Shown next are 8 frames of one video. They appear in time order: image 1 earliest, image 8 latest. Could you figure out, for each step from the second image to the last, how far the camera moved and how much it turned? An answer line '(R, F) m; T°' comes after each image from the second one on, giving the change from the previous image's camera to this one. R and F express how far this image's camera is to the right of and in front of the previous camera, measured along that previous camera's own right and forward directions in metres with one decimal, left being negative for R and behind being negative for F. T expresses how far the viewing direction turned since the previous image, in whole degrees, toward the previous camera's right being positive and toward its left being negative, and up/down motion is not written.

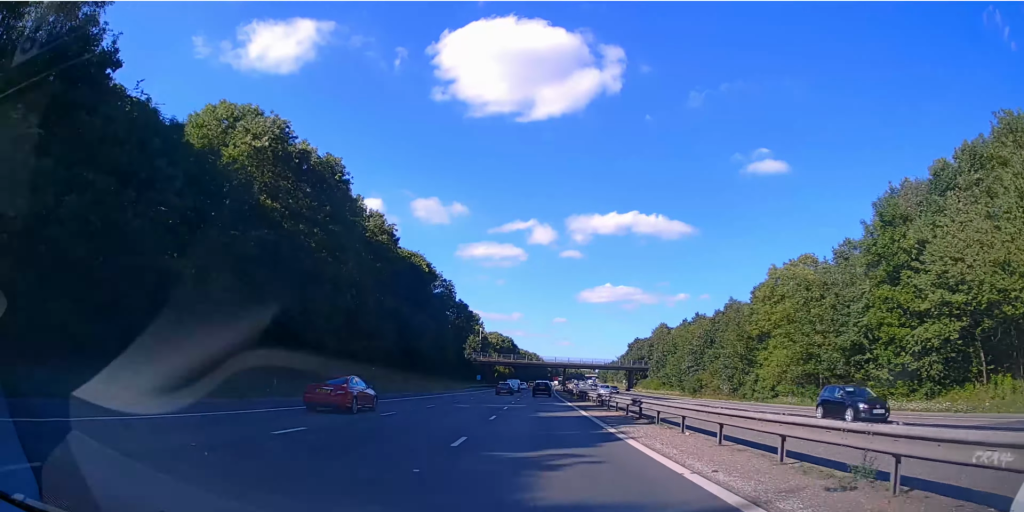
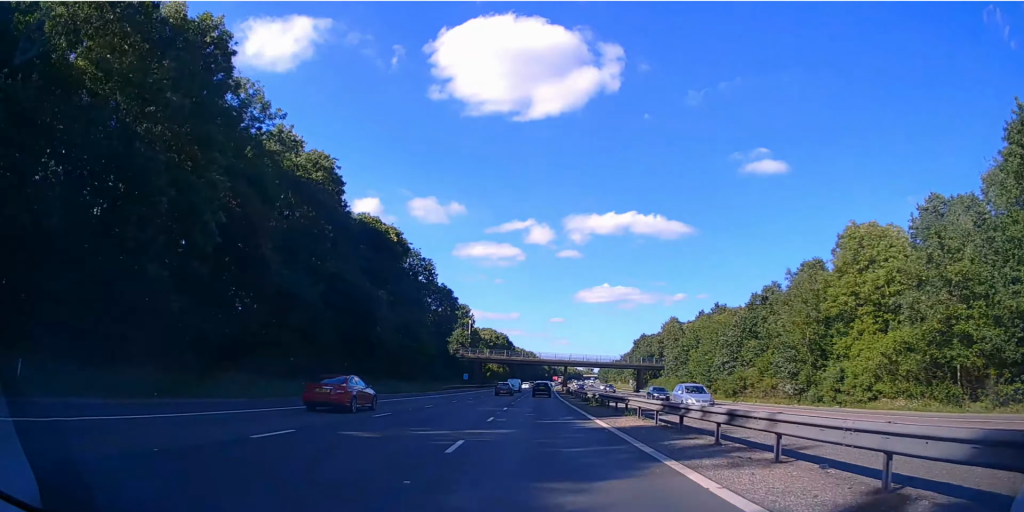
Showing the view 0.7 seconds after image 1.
(0.0, +19.2) m; 0°
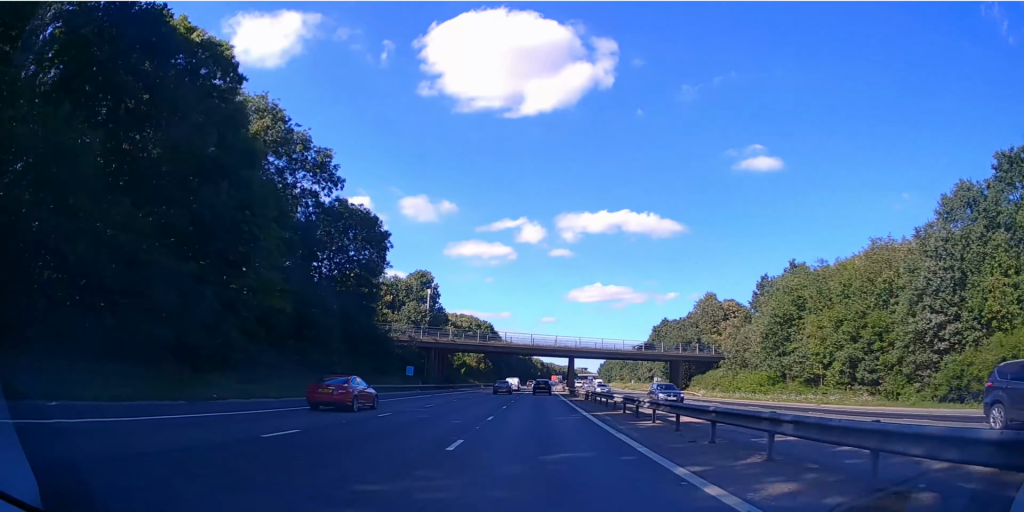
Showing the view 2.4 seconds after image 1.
(+0.3, +45.6) m; +1°
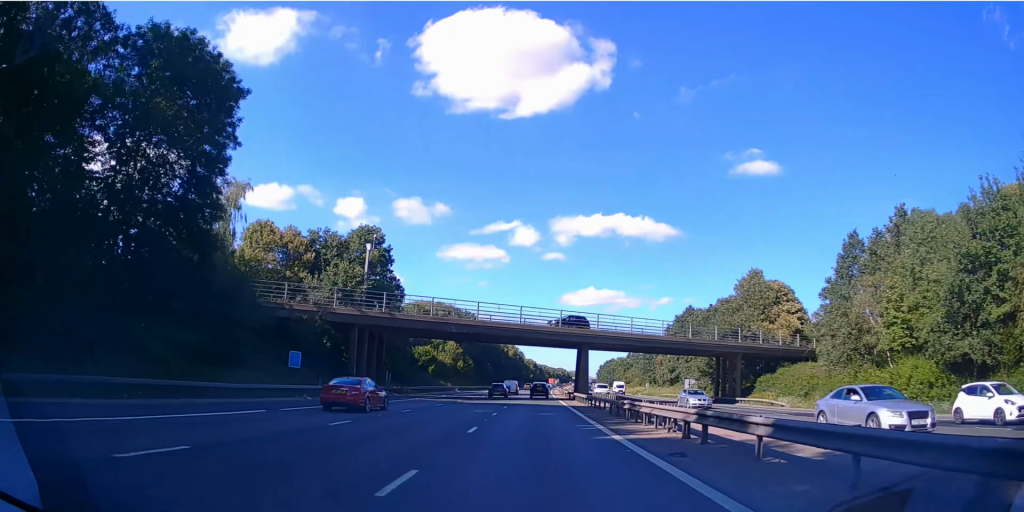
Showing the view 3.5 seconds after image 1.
(+0.1, +31.4) m; 0°
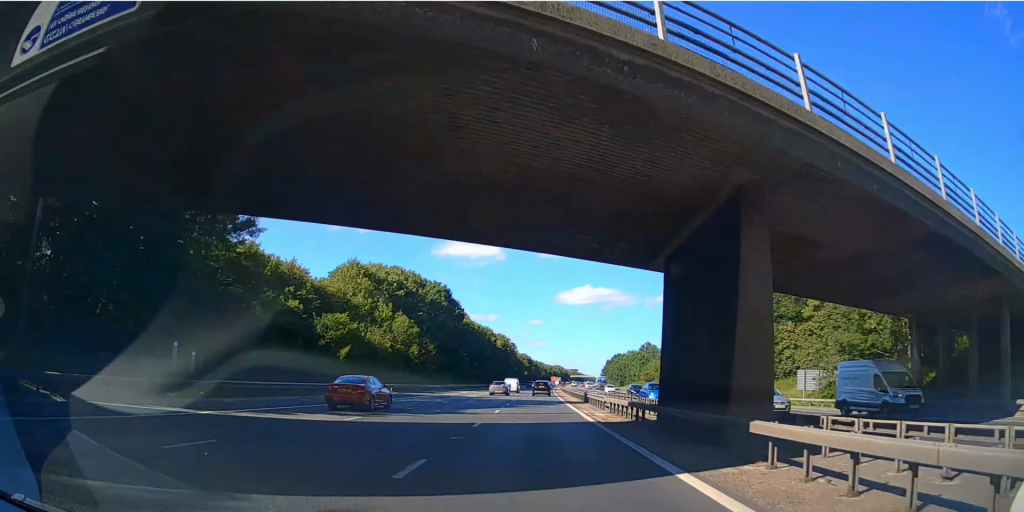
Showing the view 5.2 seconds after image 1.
(+0.4, +44.4) m; +1°
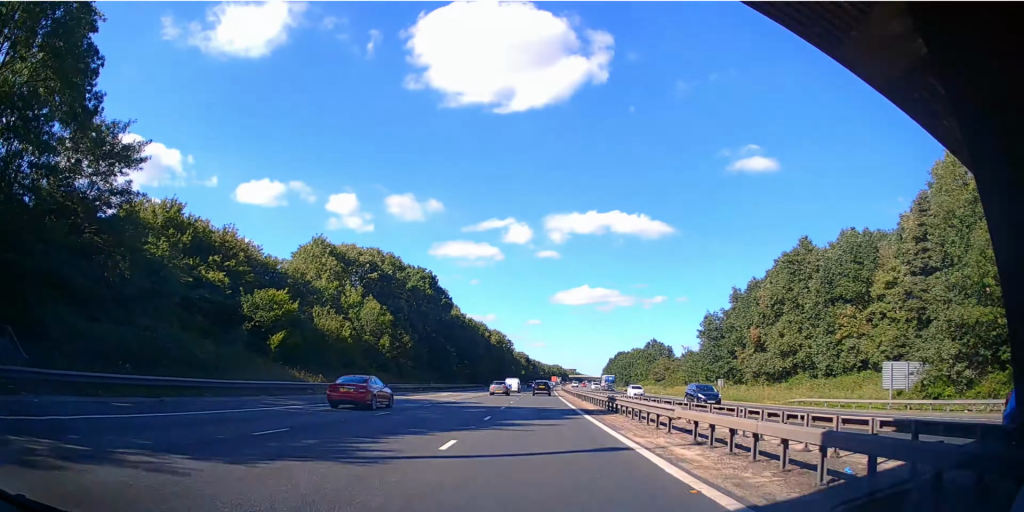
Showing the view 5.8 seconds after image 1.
(0.0, +15.0) m; 0°
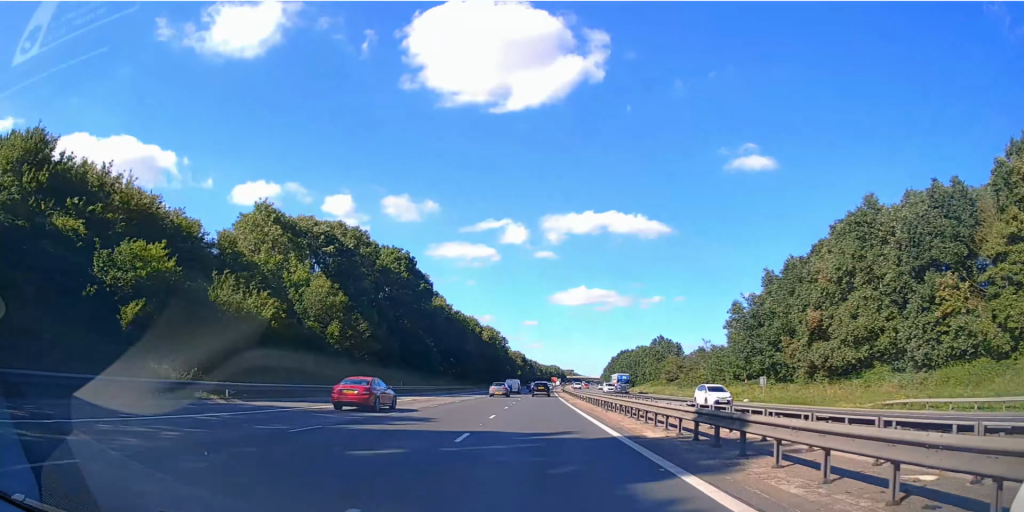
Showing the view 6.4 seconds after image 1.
(0.0, +15.8) m; 0°
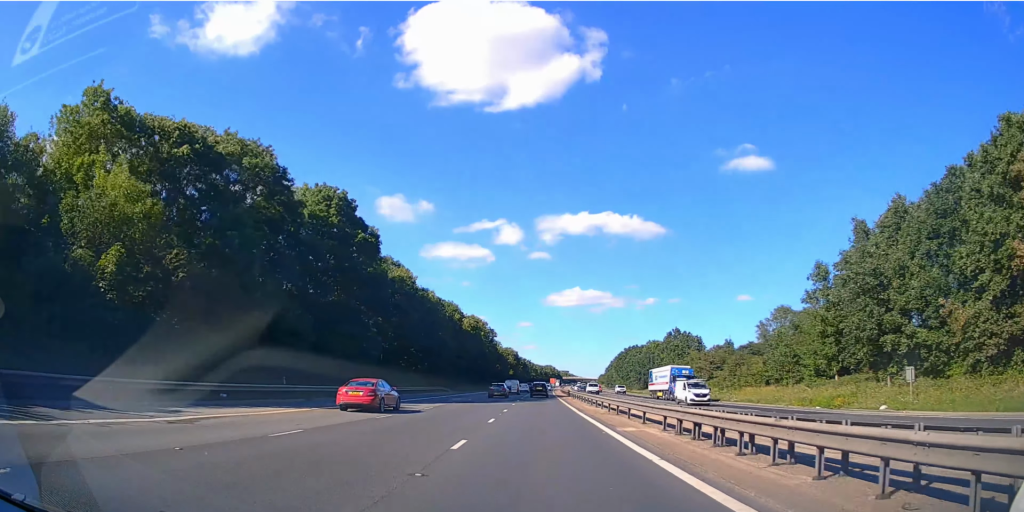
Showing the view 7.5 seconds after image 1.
(+0.1, +28.7) m; 0°
